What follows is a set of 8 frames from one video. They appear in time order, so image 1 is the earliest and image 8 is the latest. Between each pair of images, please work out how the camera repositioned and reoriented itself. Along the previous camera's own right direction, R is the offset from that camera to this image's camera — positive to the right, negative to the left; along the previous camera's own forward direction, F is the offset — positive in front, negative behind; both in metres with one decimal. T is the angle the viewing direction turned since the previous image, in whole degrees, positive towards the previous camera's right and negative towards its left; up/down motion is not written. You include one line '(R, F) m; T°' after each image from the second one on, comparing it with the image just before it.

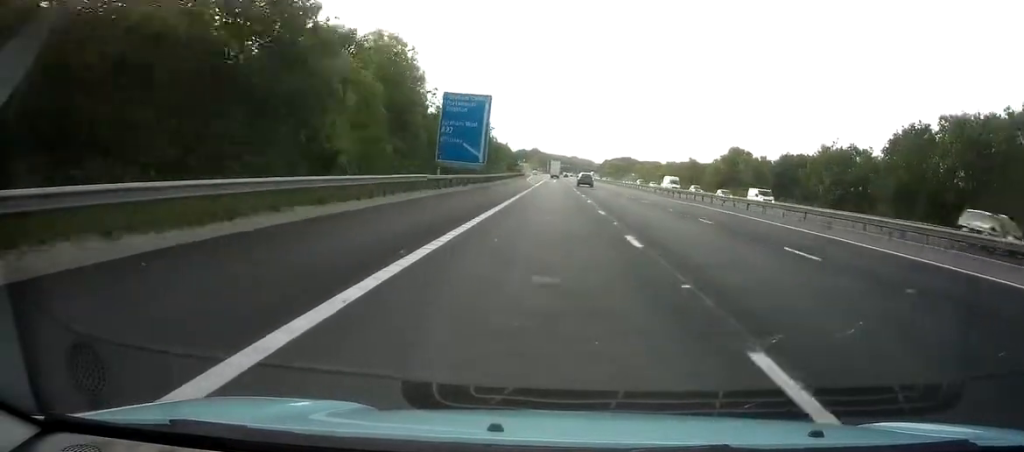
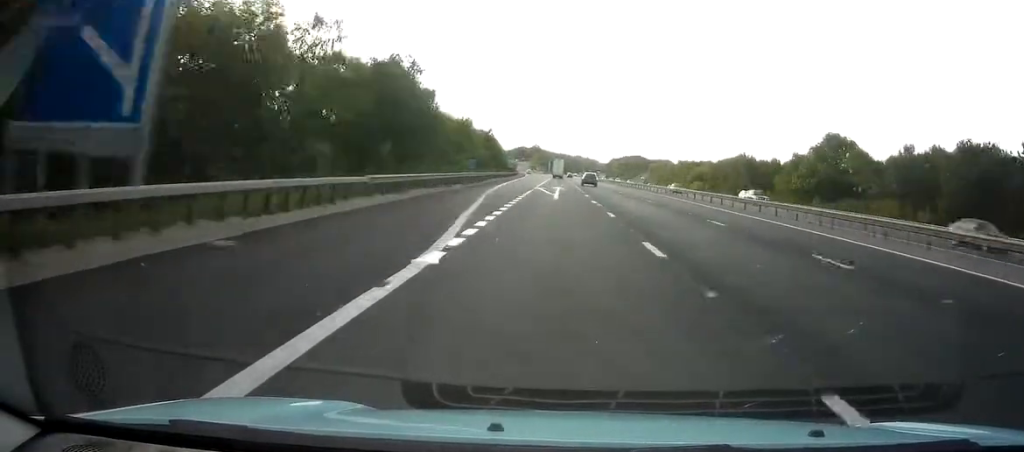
(+0.1, +54.8) m; 0°
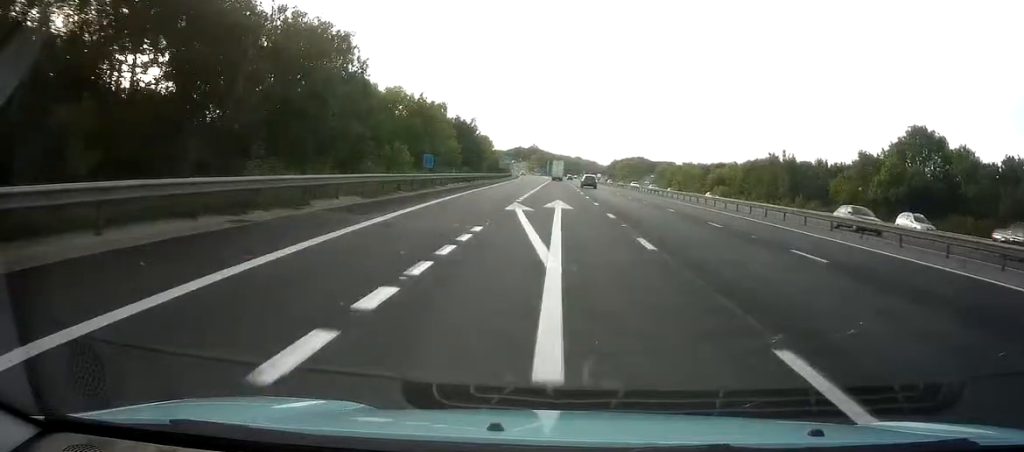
(0.0, +26.2) m; 0°
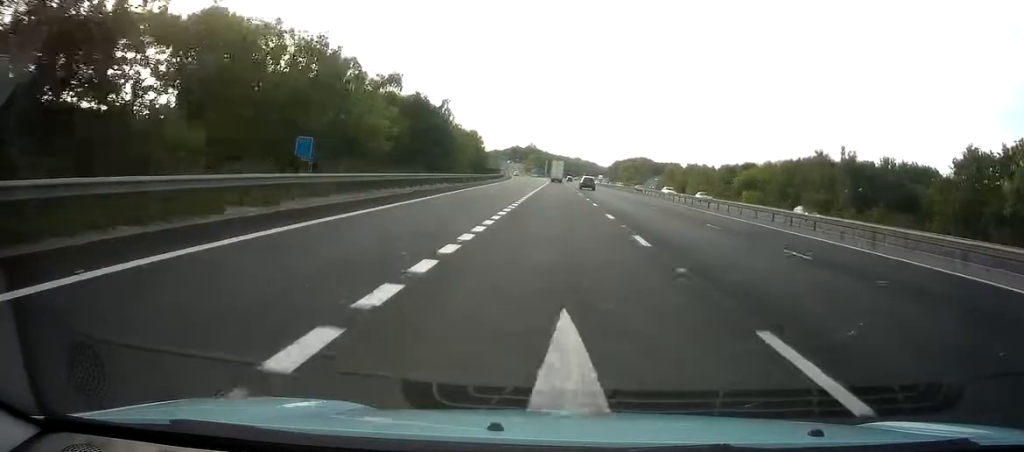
(0.0, +26.2) m; 0°
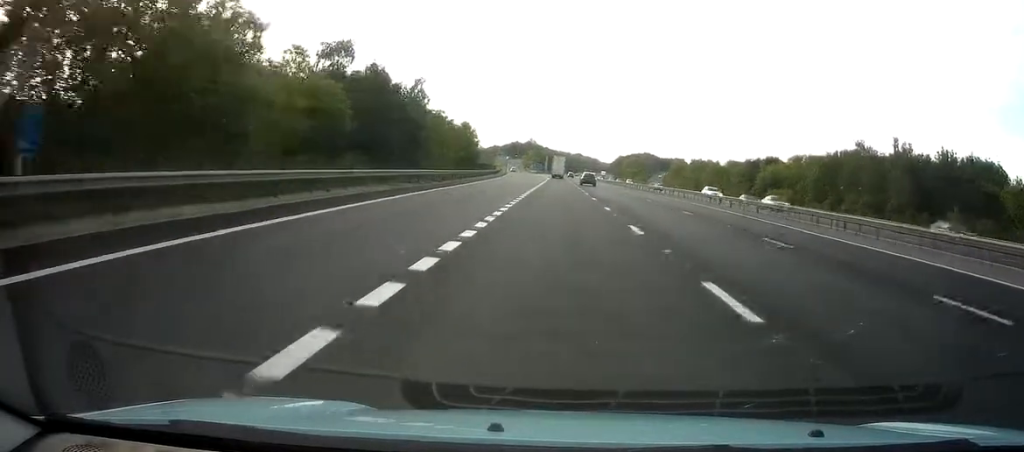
(0.0, +16.0) m; 0°
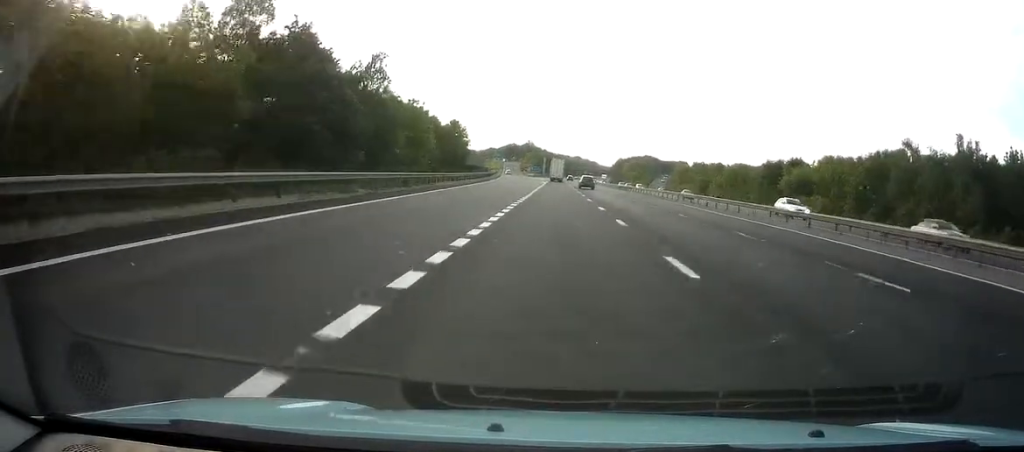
(0.0, +14.8) m; 0°
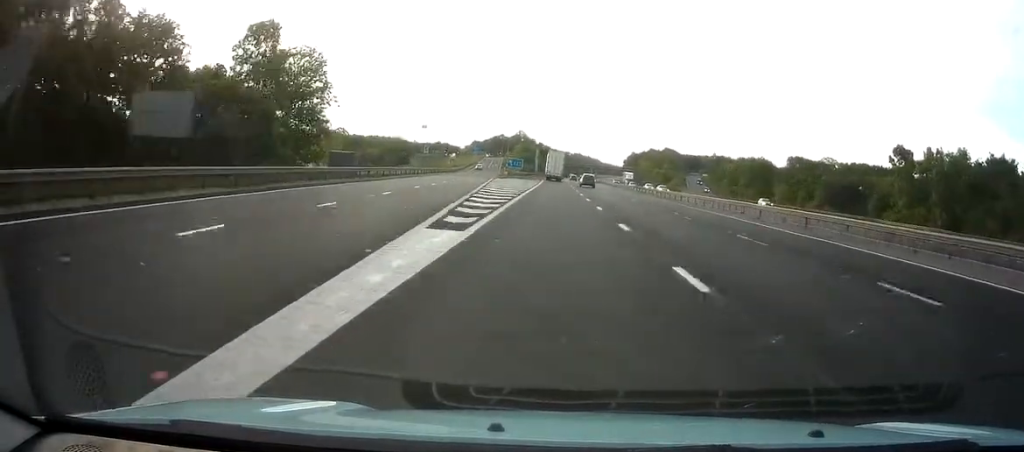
(-0.5, +91.2) m; -1°
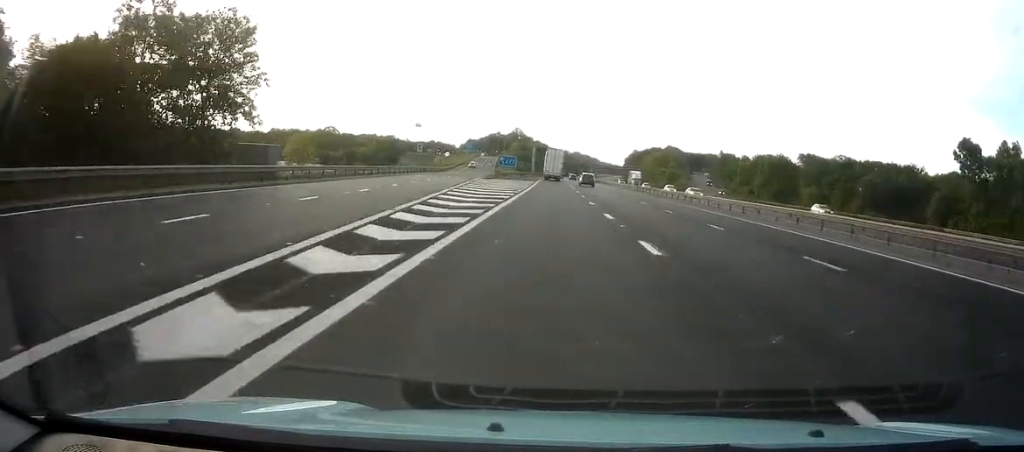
(-0.2, +14.8) m; 0°
